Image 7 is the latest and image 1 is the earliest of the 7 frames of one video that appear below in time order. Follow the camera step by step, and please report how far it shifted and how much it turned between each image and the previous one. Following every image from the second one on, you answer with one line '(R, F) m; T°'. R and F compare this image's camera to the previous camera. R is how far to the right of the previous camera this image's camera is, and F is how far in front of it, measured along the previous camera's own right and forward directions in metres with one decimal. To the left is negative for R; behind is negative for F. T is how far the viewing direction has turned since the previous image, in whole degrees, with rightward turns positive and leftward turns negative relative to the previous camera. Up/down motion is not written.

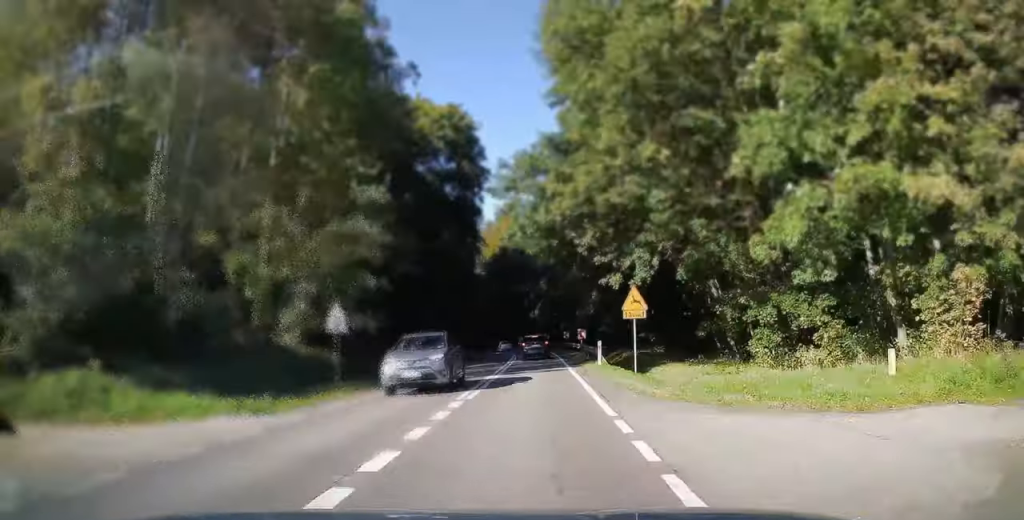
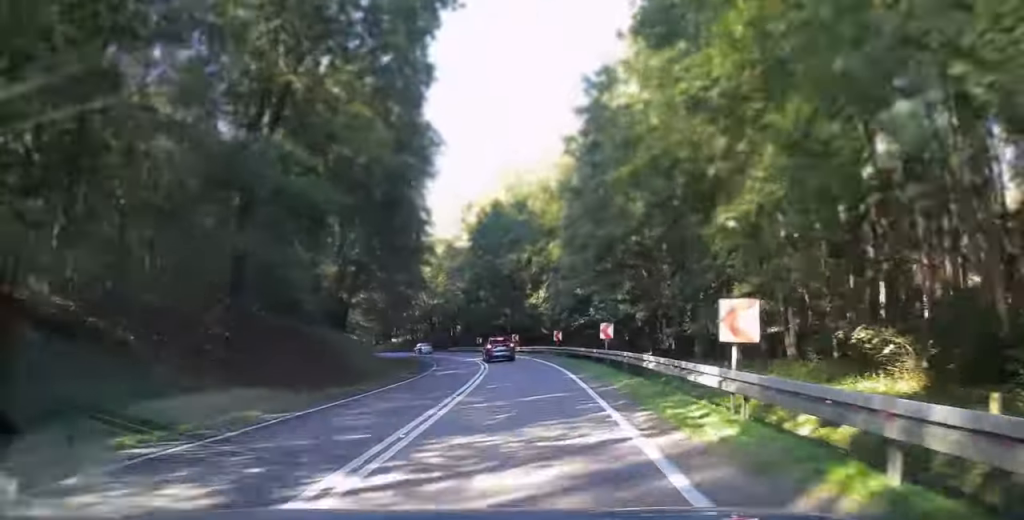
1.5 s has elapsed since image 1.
(+0.1, +34.4) m; -1°
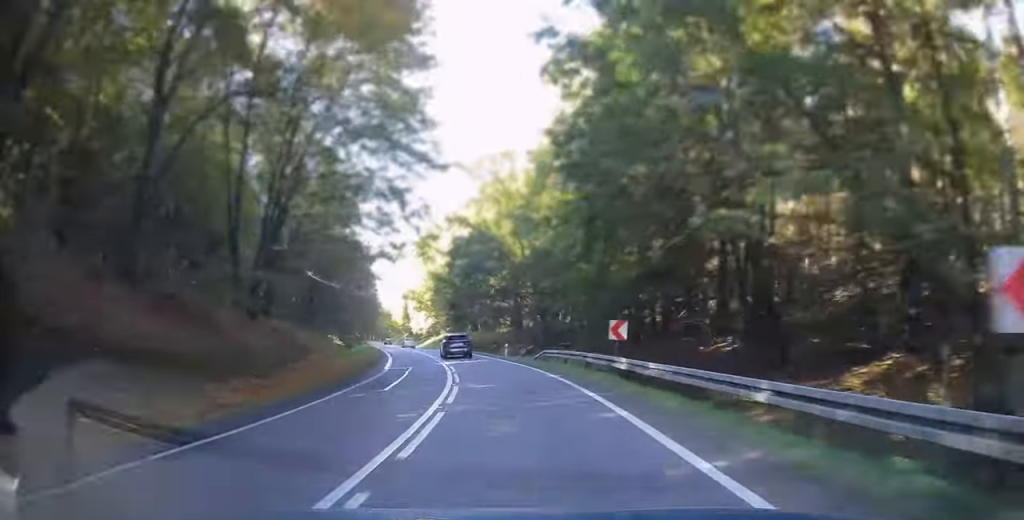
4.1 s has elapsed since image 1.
(-2.9, +54.7) m; -11°
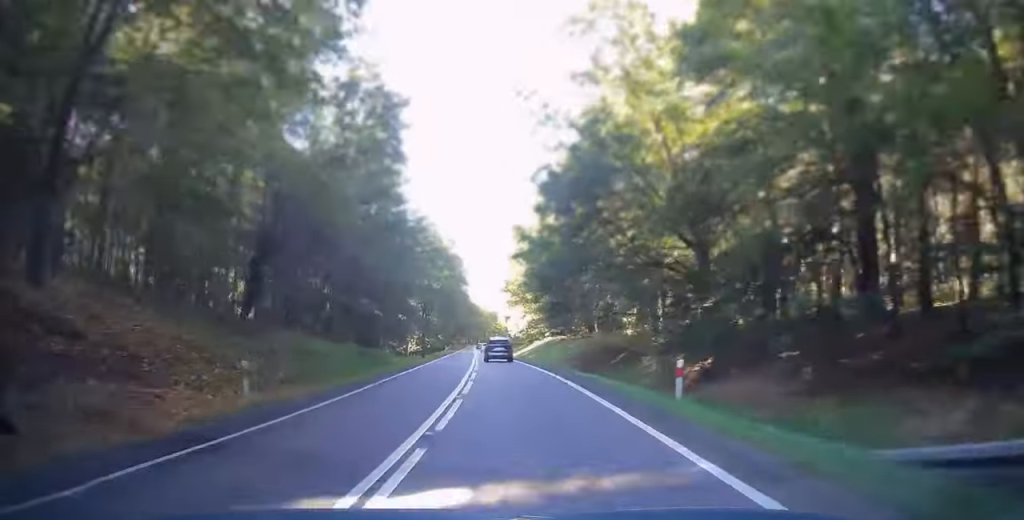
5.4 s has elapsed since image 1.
(+0.6, +28.6) m; -11°
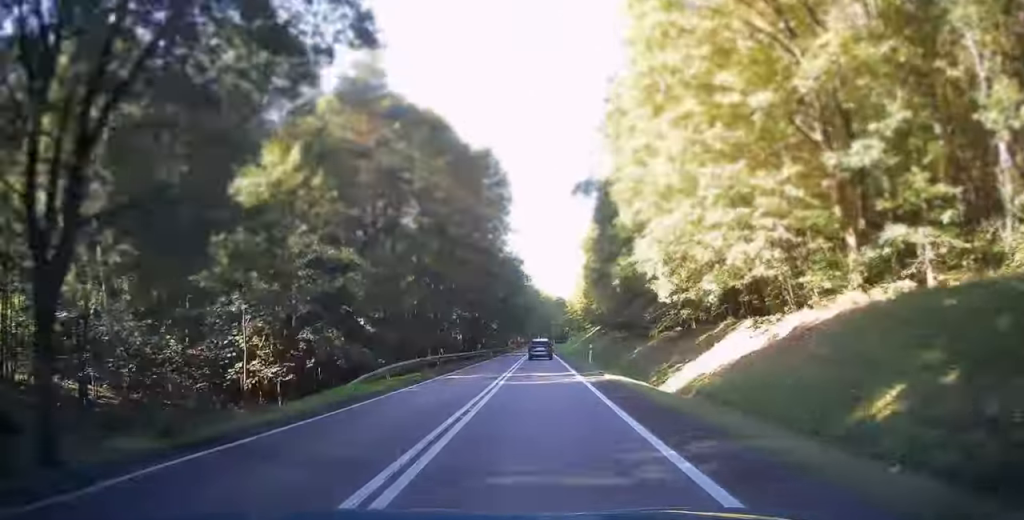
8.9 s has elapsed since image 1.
(-15.3, +76.2) m; -10°
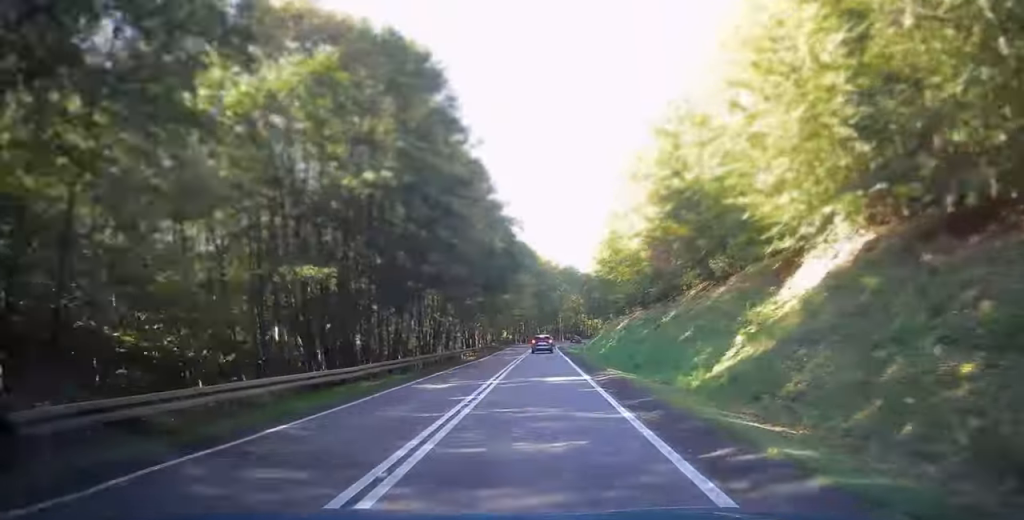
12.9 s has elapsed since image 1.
(+1.9, +93.7) m; +2°
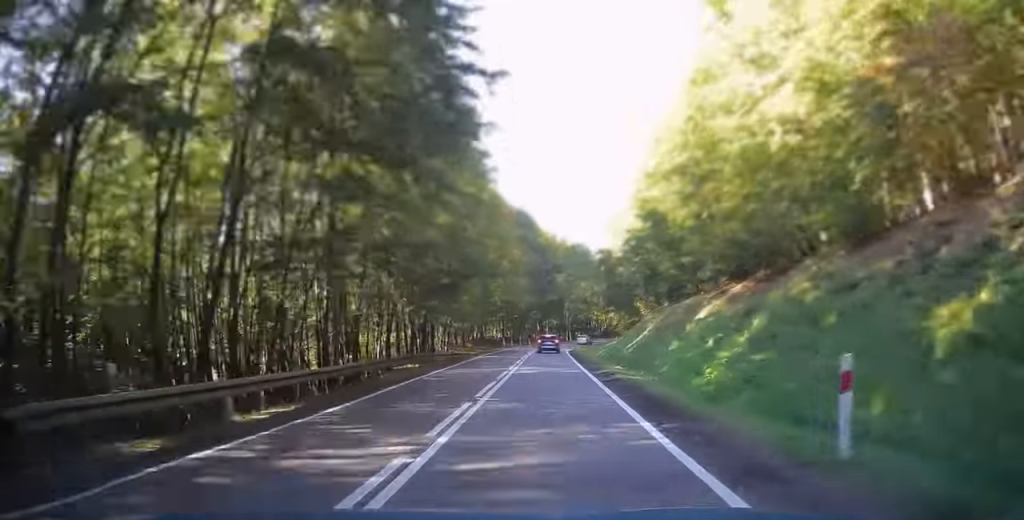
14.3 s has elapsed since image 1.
(0.0, +35.5) m; 0°
